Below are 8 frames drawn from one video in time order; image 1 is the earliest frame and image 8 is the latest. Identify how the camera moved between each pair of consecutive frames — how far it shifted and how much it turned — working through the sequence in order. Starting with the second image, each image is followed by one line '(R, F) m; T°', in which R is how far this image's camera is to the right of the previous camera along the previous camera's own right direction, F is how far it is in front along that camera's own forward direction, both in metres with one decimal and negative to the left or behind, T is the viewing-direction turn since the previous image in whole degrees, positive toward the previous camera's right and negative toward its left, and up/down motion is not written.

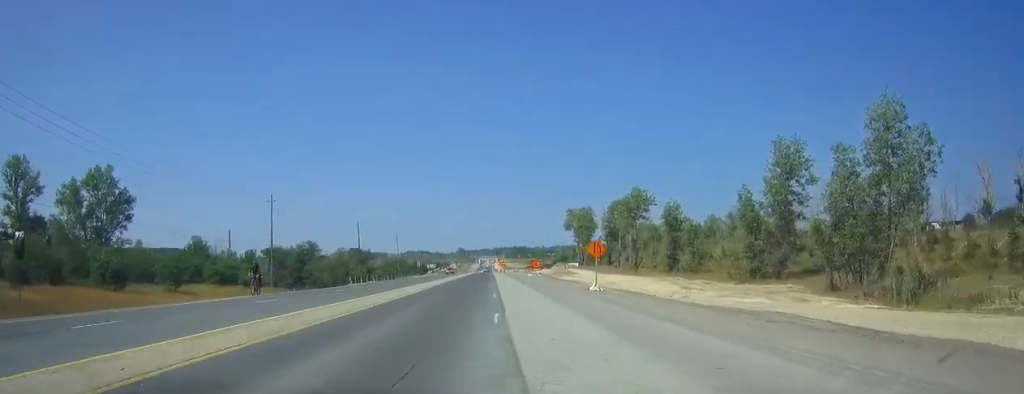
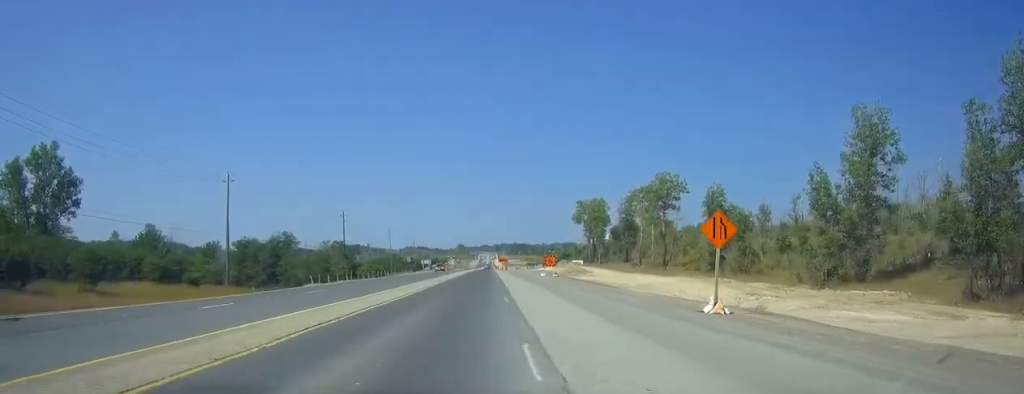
(-0.1, +18.9) m; 0°
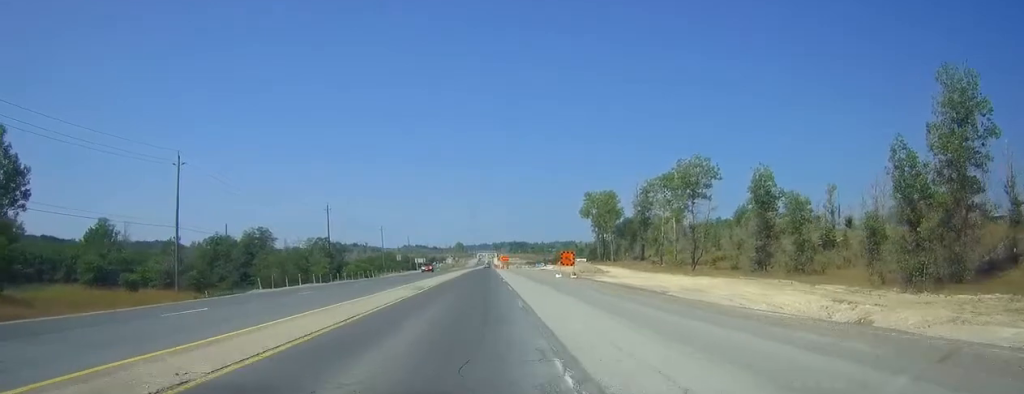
(0.0, +14.9) m; 0°
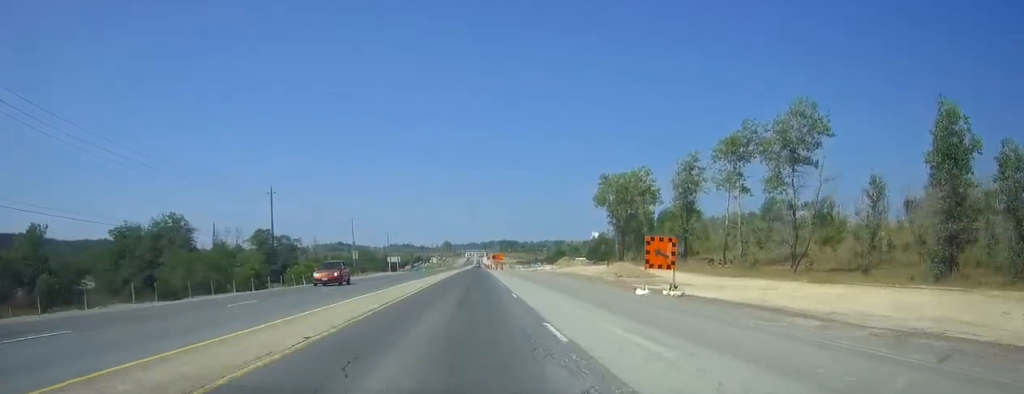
(+0.1, +32.6) m; +1°
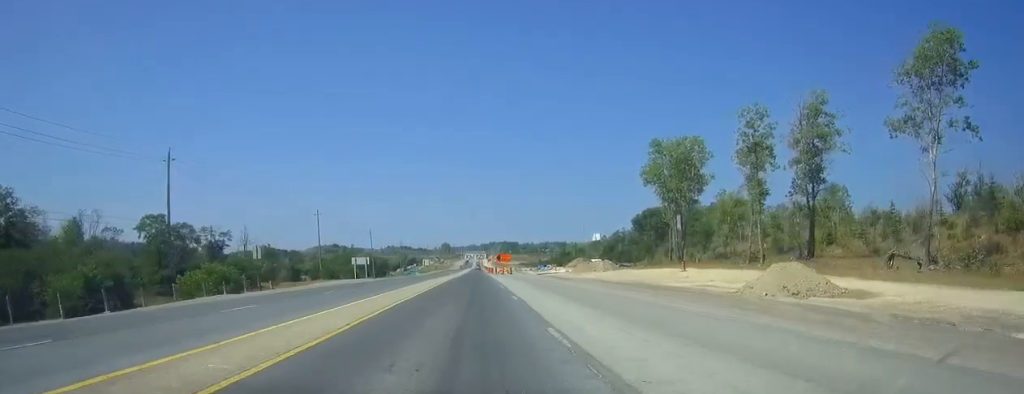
(+0.1, +38.1) m; 0°
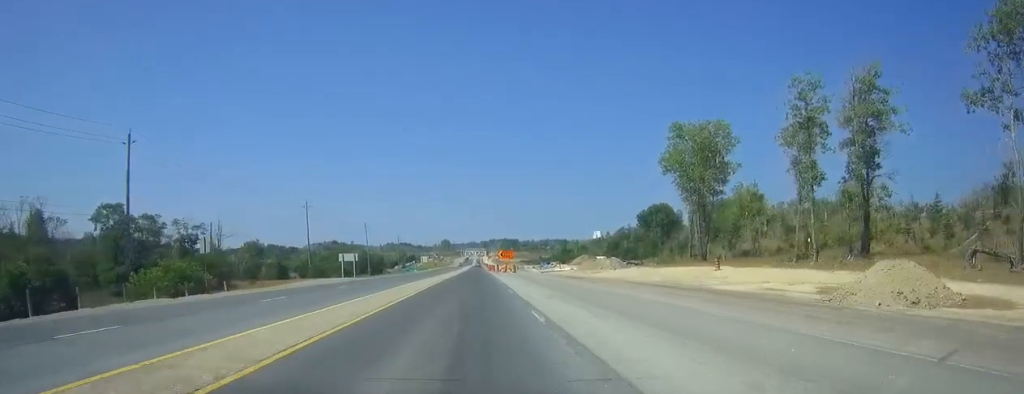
(+0.1, +9.3) m; 0°
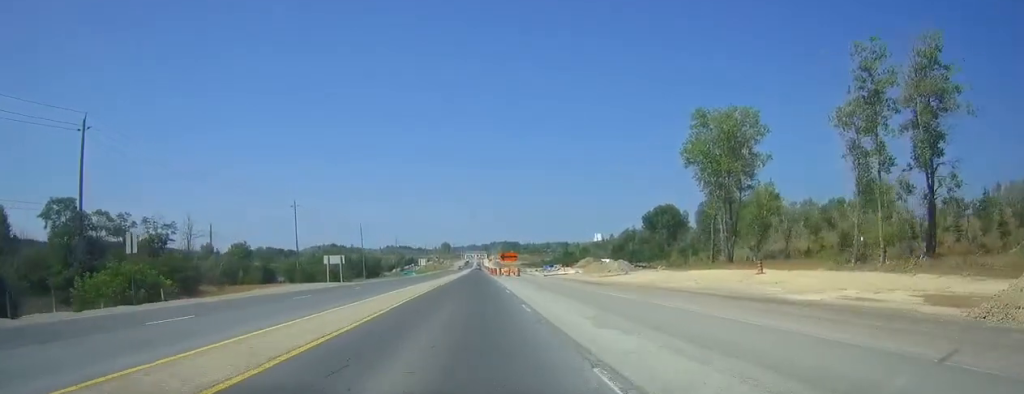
(0.0, +8.6) m; 0°
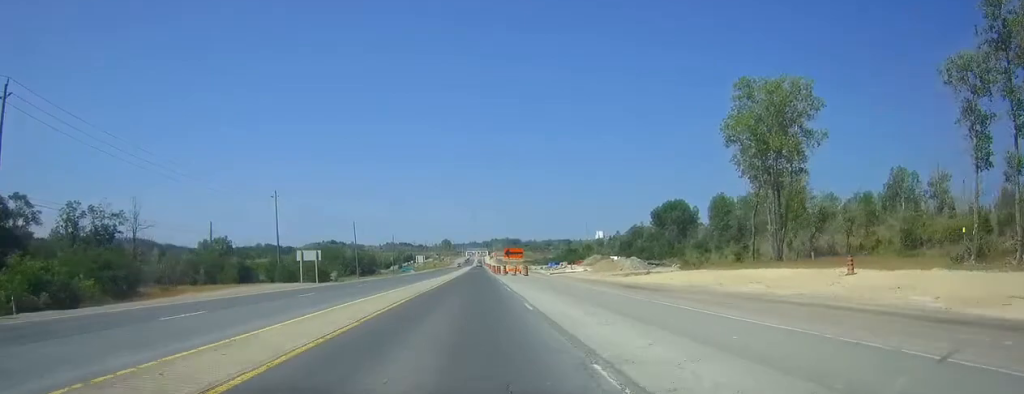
(0.0, +12.3) m; 0°
